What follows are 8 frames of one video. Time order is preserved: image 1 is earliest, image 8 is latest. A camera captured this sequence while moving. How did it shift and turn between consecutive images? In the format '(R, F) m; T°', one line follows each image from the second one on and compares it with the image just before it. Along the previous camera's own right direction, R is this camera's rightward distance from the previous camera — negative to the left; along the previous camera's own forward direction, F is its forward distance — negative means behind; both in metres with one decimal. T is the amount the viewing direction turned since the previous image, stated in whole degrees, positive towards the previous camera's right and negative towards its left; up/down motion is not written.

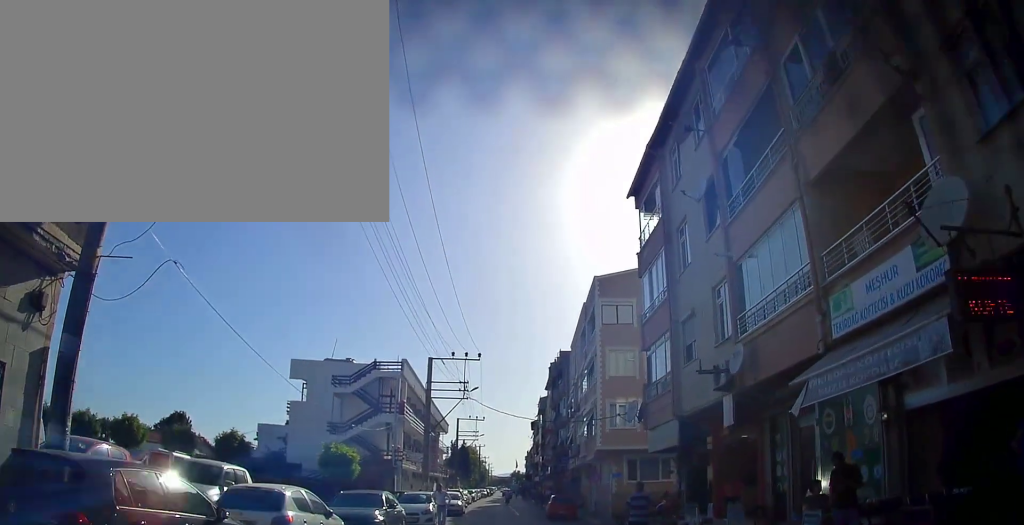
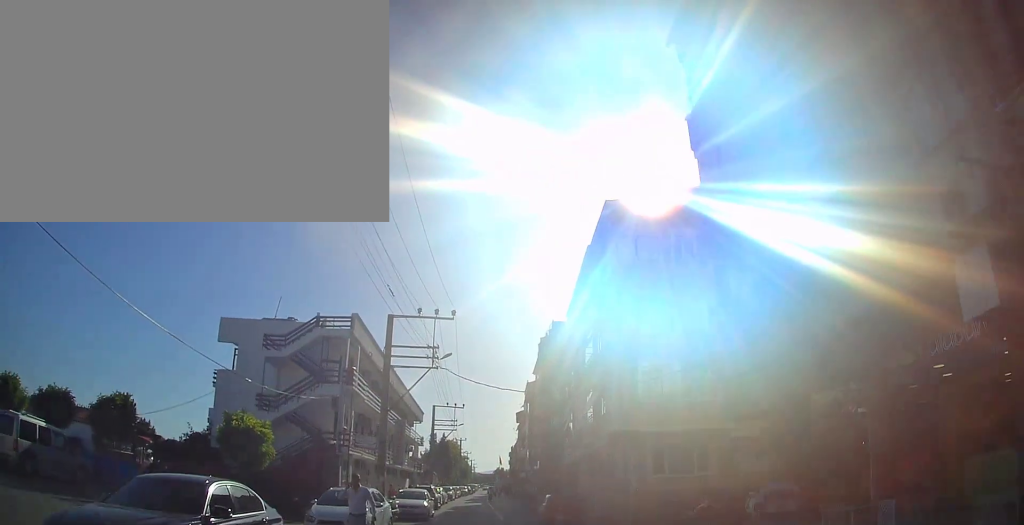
(0.0, +8.8) m; 0°
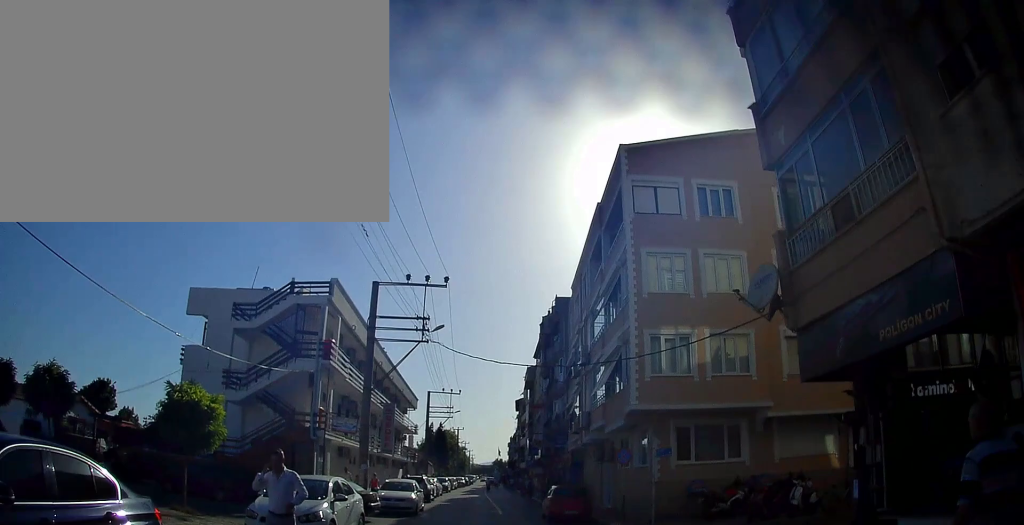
(0.0, +3.5) m; -1°
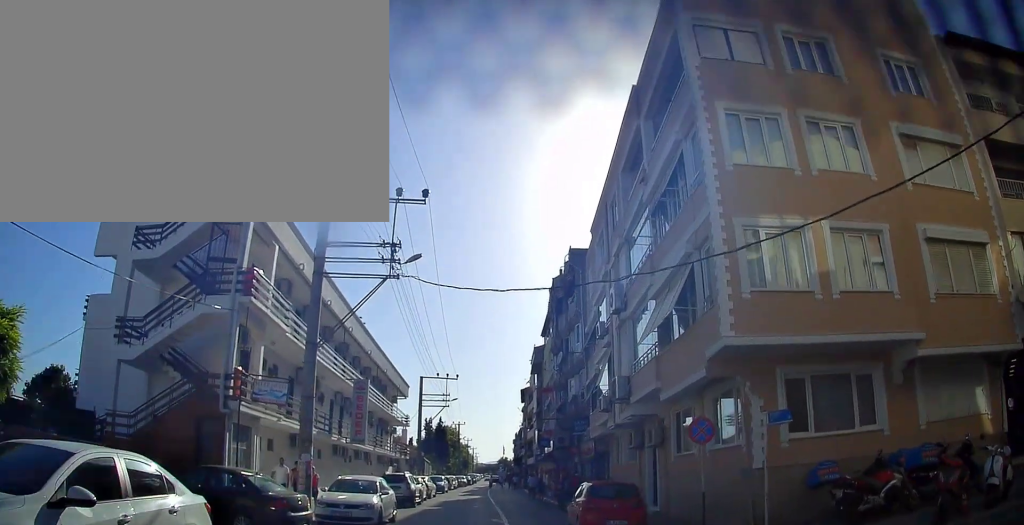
(-0.2, +7.9) m; 0°
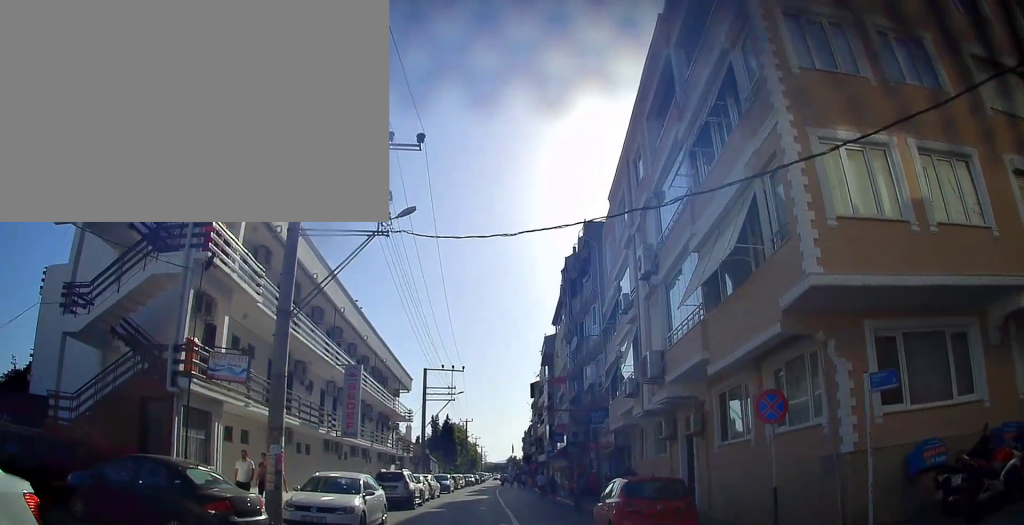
(+0.1, +2.9) m; +1°
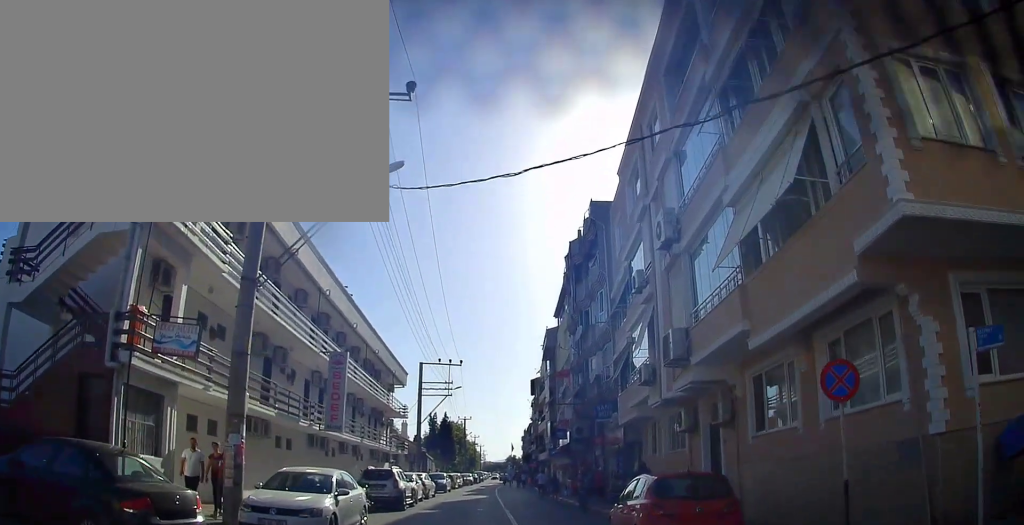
(+0.1, +2.3) m; +1°
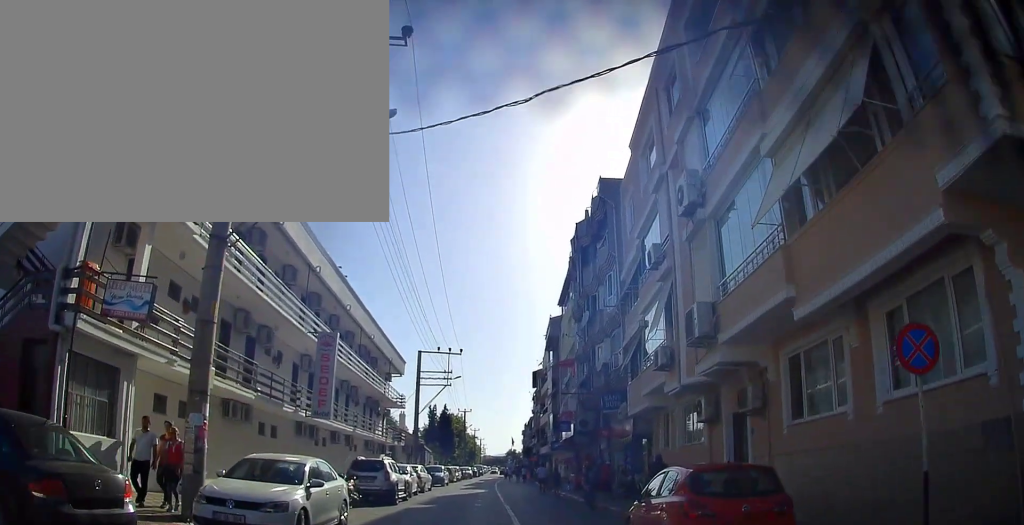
(0.0, +1.7) m; +1°
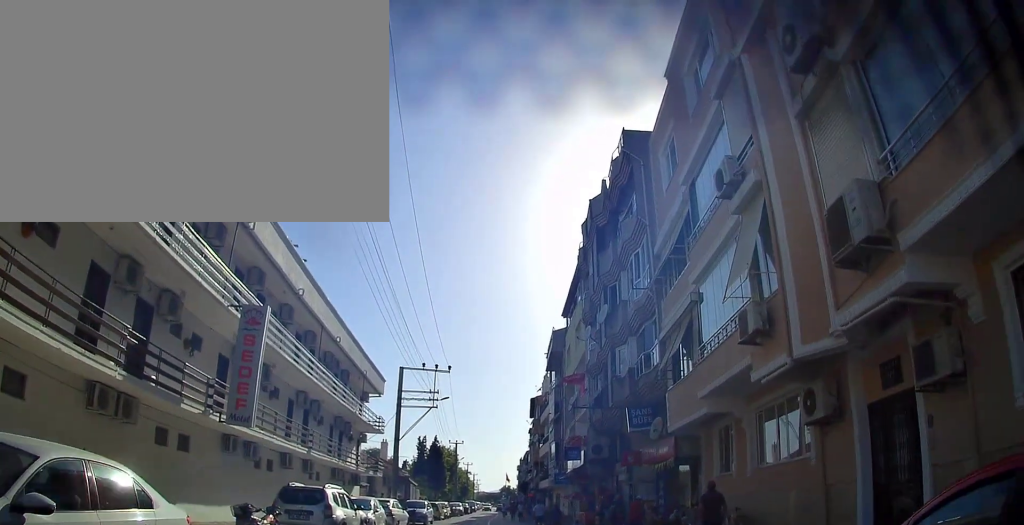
(+0.2, +6.5) m; +5°
